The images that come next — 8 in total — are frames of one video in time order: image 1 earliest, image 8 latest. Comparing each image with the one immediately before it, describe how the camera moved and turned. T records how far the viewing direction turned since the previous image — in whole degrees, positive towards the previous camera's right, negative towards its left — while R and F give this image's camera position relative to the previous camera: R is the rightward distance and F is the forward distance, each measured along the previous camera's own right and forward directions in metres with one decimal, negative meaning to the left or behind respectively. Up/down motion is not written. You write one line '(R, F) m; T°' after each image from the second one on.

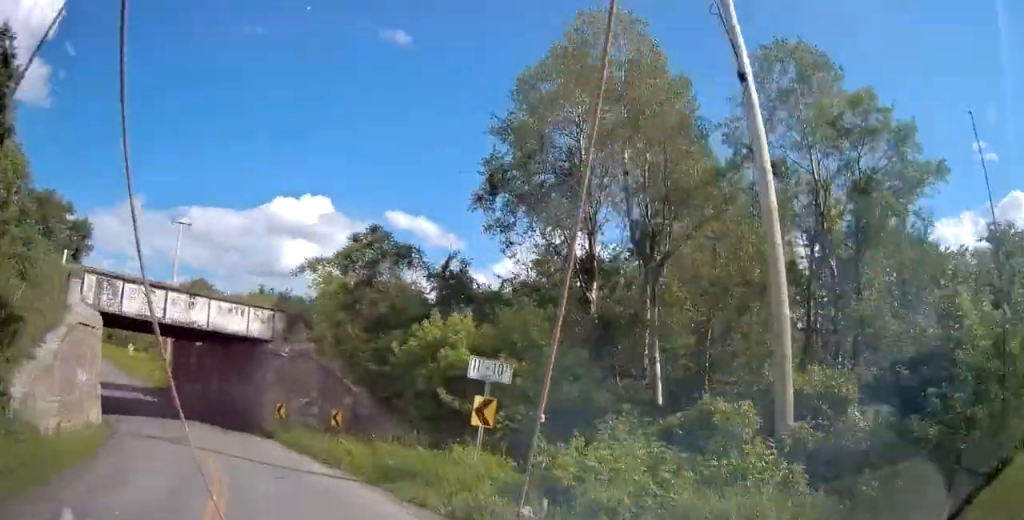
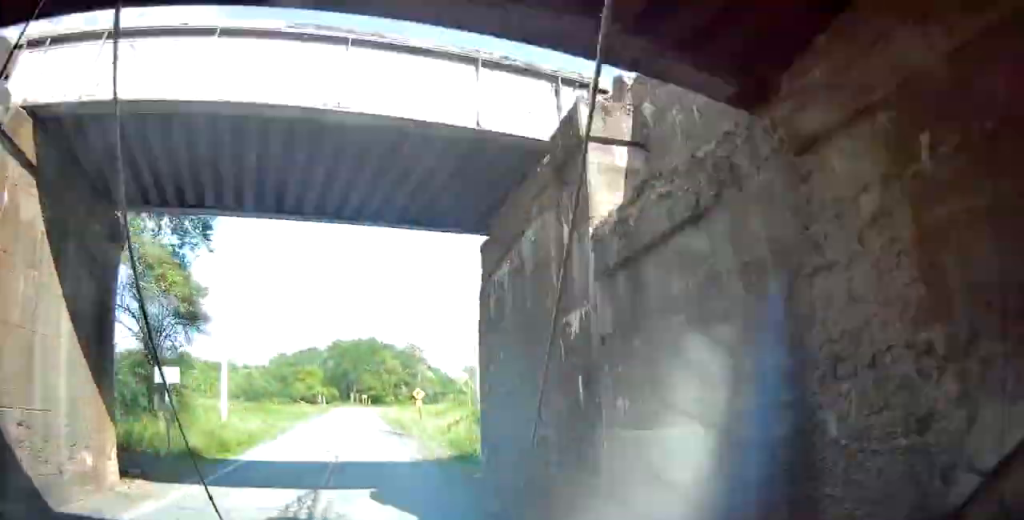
(-10.9, +32.4) m; -17°
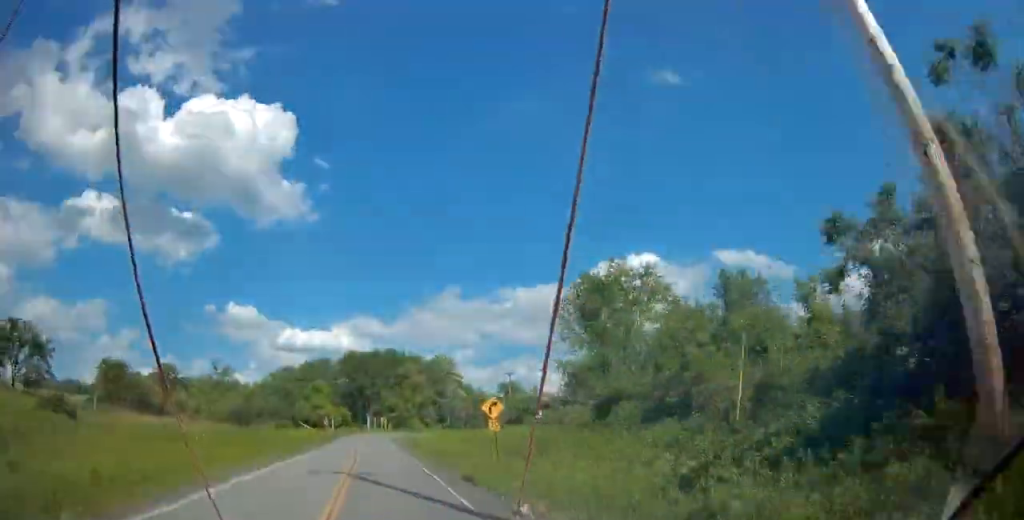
(-2.3, +23.5) m; -4°
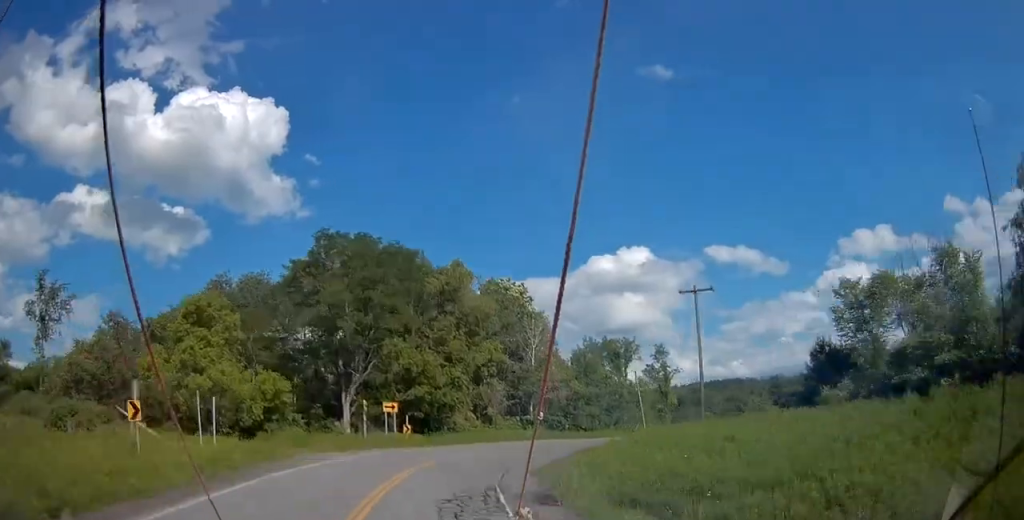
(+3.8, +62.3) m; +21°
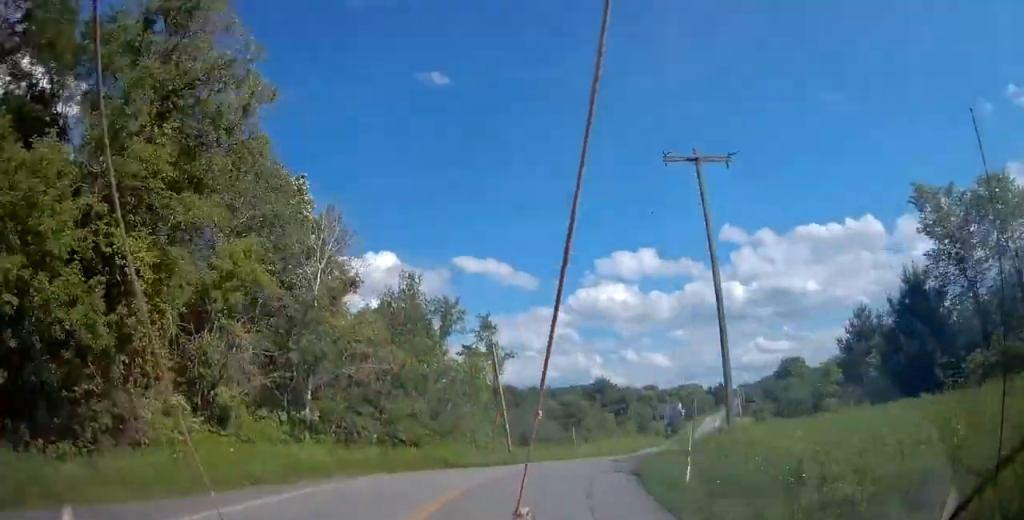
(-0.6, +31.7) m; +19°
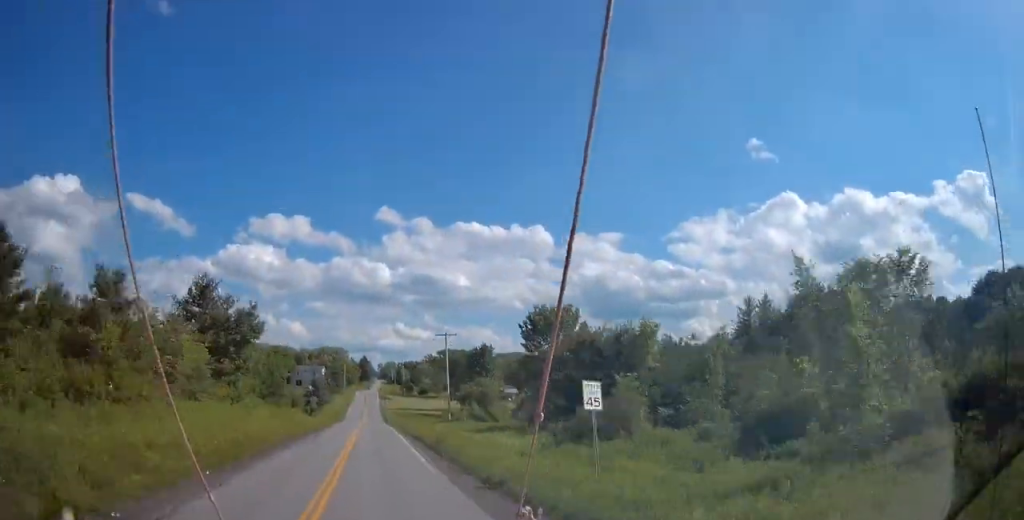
(+19.9, +57.0) m; +20°
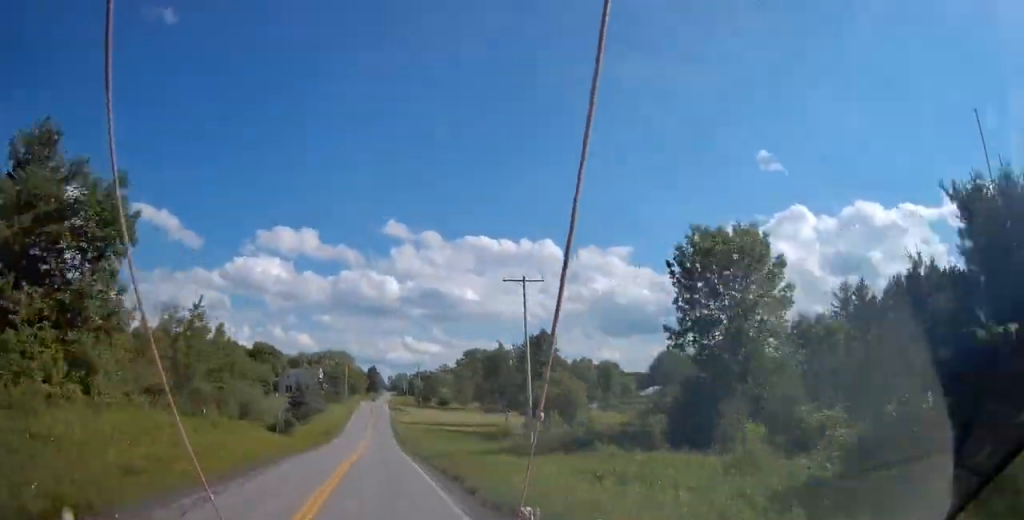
(+0.3, +32.6) m; 0°
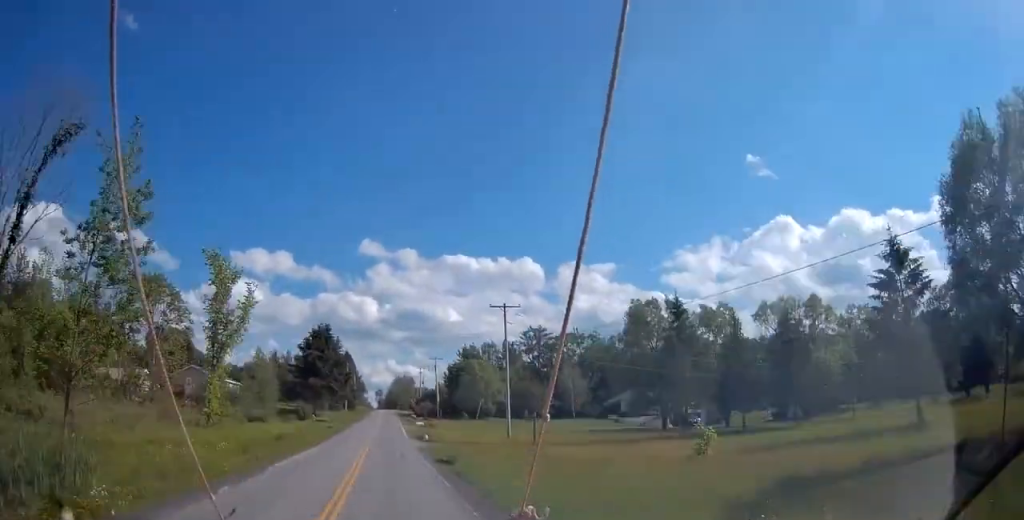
(+0.8, +208.7) m; +1°
